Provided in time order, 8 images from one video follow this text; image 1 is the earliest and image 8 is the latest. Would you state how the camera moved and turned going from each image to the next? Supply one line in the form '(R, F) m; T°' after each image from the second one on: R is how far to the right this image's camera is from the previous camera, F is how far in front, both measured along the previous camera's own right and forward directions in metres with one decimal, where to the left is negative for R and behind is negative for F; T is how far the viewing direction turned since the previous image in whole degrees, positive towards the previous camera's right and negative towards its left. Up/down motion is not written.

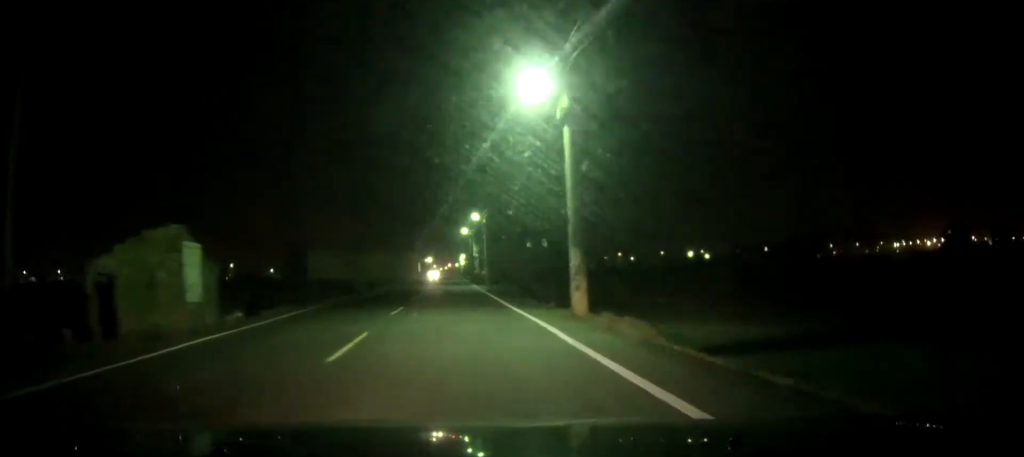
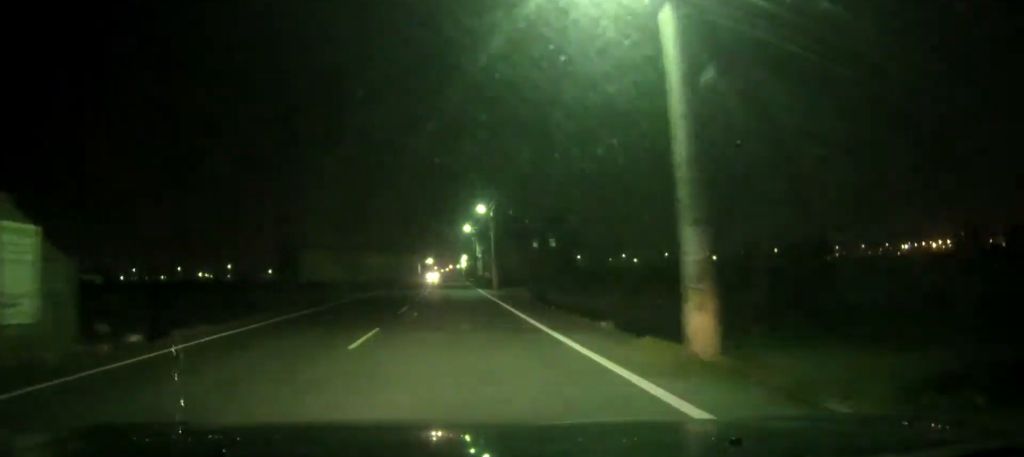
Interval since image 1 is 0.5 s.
(0.0, +8.5) m; 0°
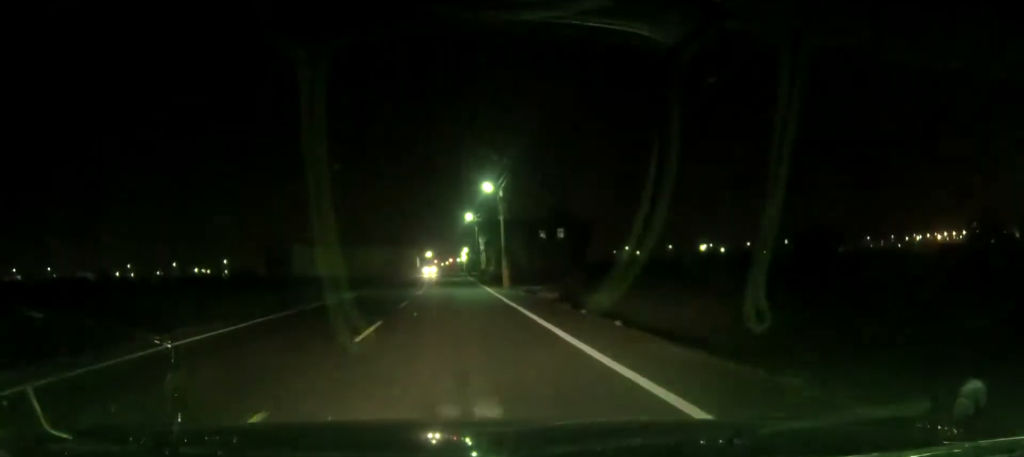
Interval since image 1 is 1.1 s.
(0.0, +9.7) m; 0°
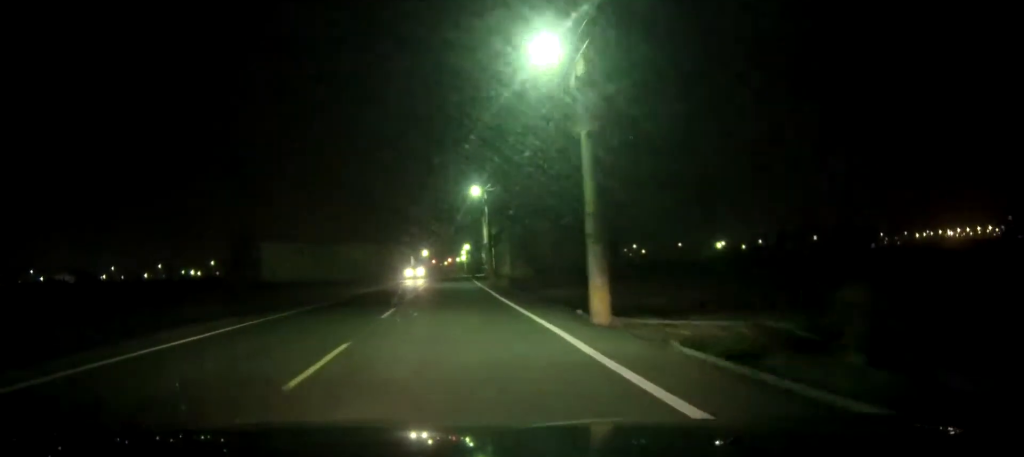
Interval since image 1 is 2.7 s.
(0.0, +25.4) m; 0°
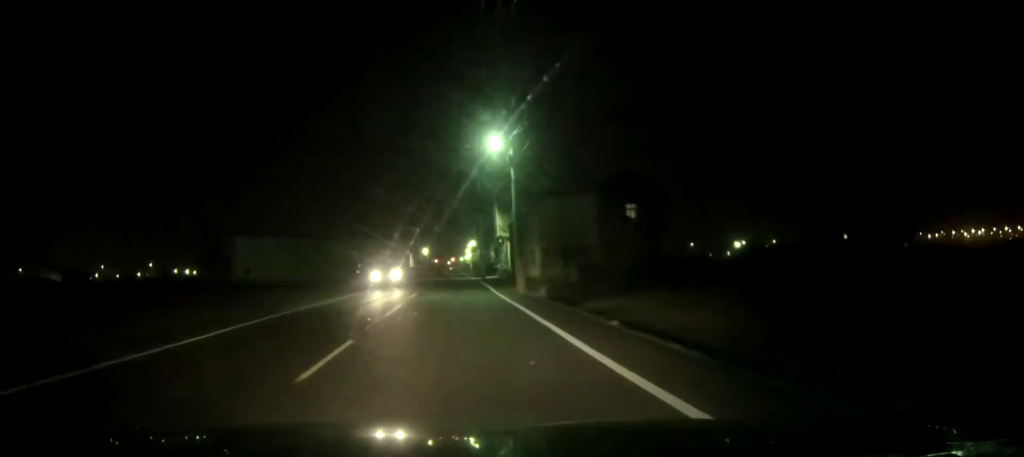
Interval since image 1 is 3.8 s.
(0.0, +19.9) m; 0°
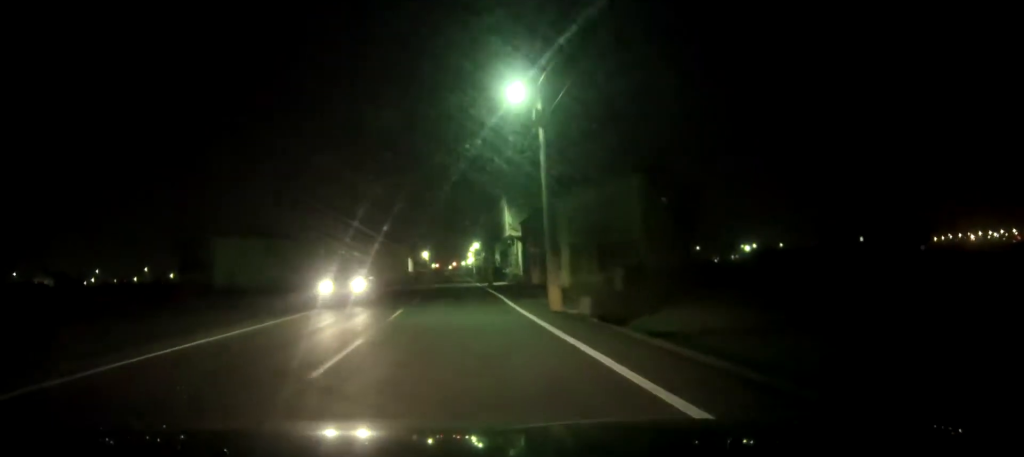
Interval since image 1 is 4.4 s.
(+0.1, +9.7) m; 0°
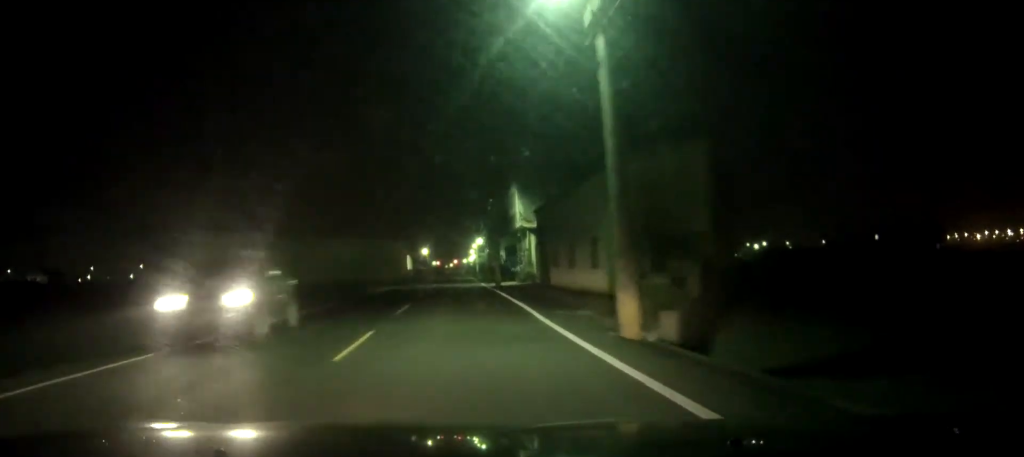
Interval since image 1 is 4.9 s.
(0.0, +8.6) m; 0°
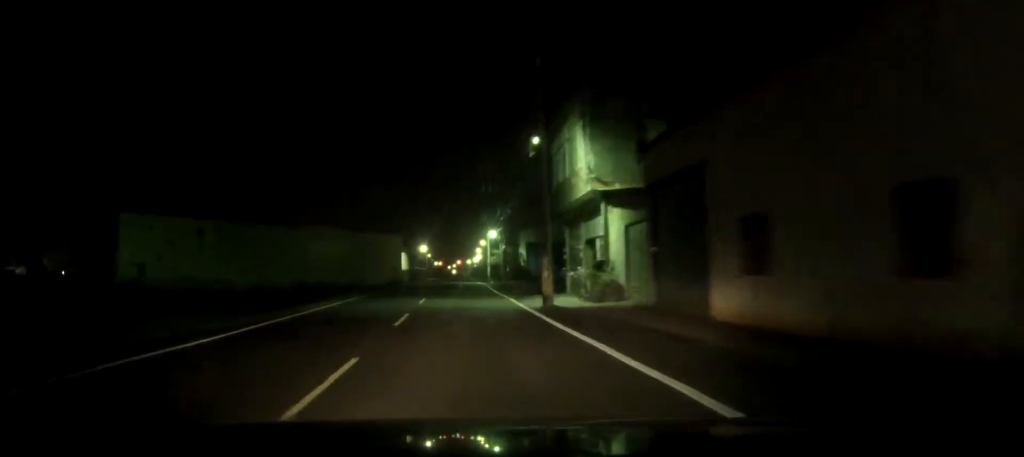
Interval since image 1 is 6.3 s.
(-0.2, +23.8) m; 0°
